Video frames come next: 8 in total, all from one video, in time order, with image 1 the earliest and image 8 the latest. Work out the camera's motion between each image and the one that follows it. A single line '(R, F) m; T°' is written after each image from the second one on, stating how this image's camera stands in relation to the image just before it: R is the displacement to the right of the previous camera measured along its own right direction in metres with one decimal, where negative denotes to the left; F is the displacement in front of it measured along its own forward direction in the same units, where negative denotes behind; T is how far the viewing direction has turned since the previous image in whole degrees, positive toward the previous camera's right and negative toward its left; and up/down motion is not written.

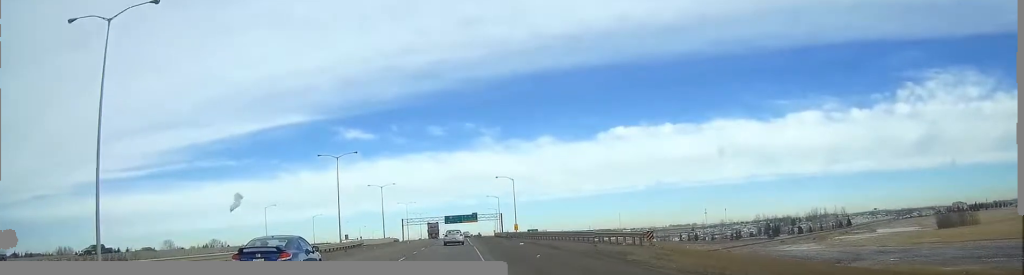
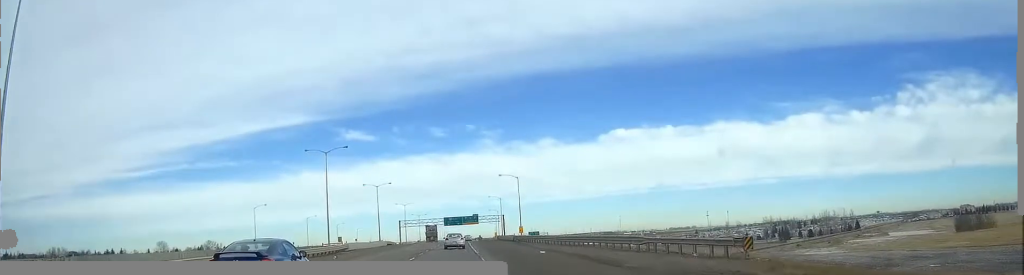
(0.0, +13.2) m; 0°
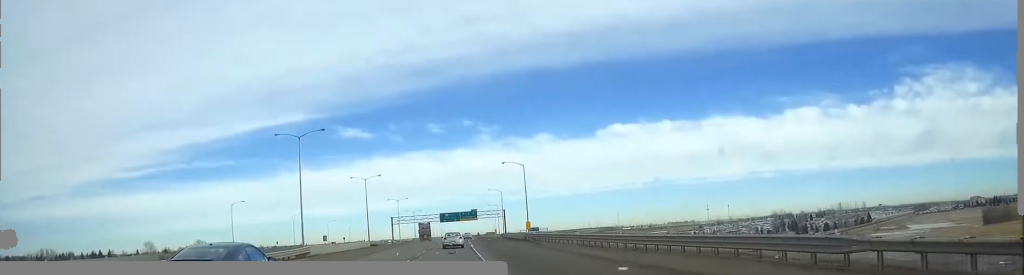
(0.0, +21.0) m; 0°
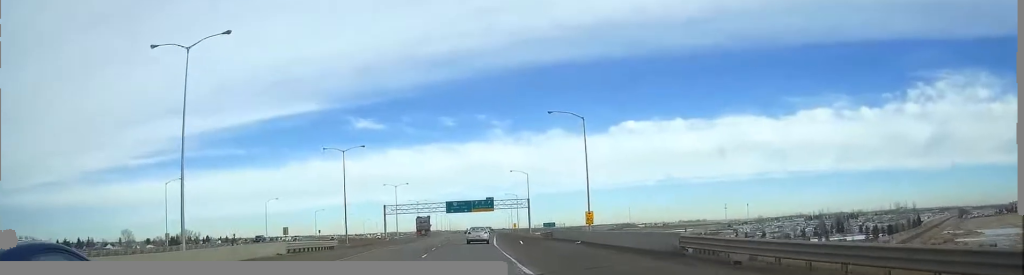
(-0.1, +55.3) m; 0°
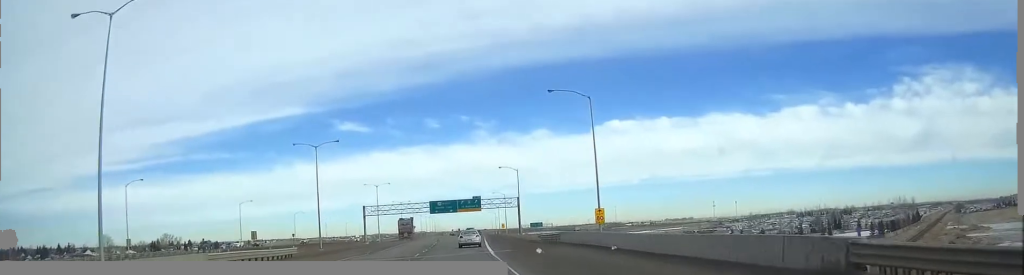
(-0.1, +13.7) m; 0°
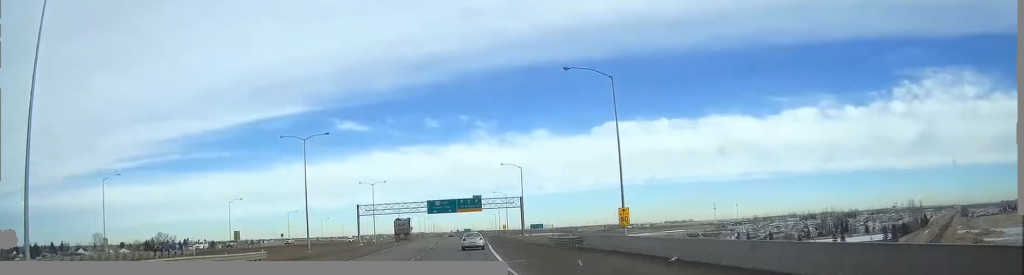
(+0.1, +10.2) m; 0°
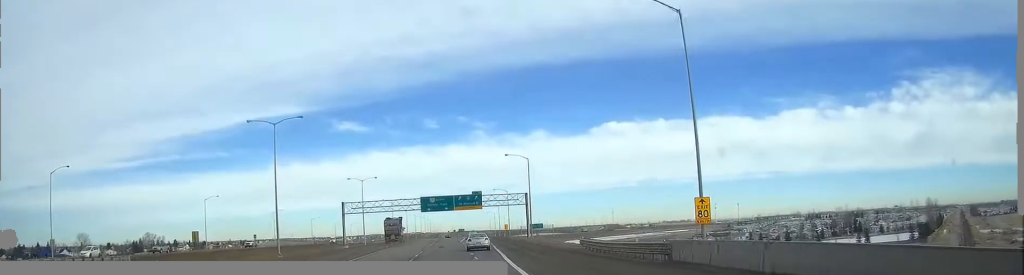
(+0.1, +19.5) m; 0°
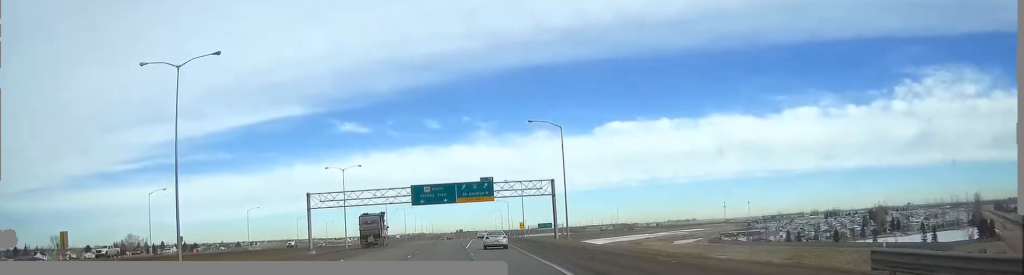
(+0.2, +38.8) m; 0°
